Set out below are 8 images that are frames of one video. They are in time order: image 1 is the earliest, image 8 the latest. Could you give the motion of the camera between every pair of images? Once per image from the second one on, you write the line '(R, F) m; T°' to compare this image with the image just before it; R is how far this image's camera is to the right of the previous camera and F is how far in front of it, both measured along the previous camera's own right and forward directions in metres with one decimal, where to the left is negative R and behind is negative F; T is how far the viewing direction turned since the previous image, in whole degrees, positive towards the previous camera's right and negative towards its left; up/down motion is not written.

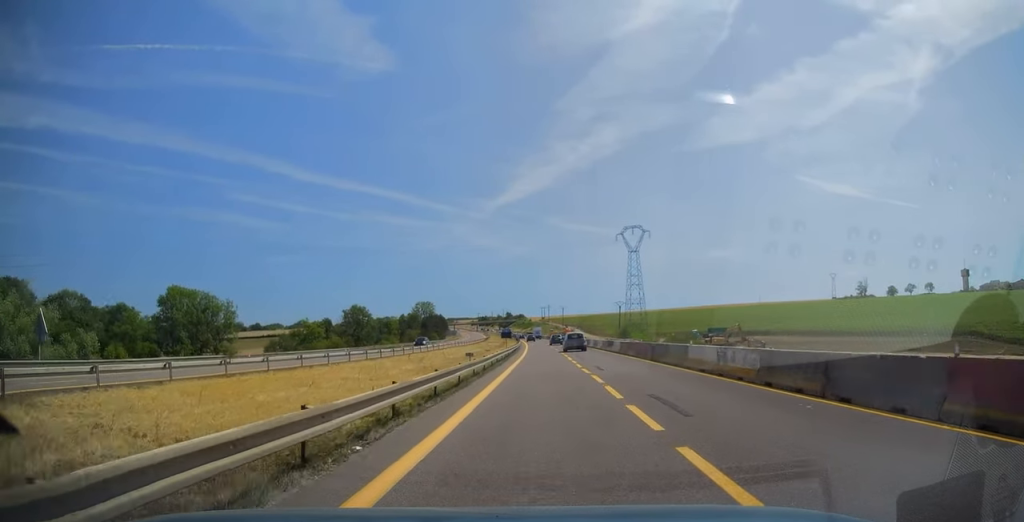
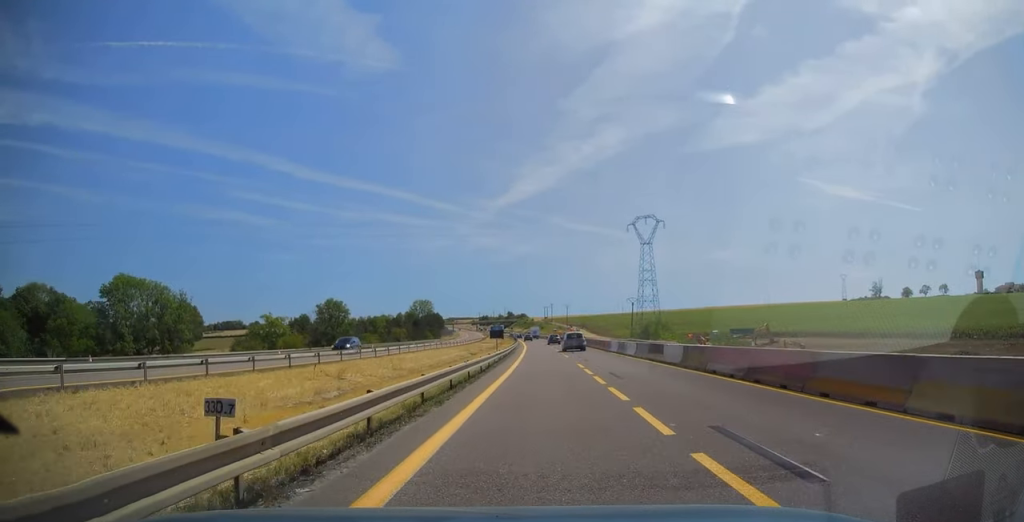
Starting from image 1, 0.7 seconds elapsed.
(-0.1, +17.7) m; 0°
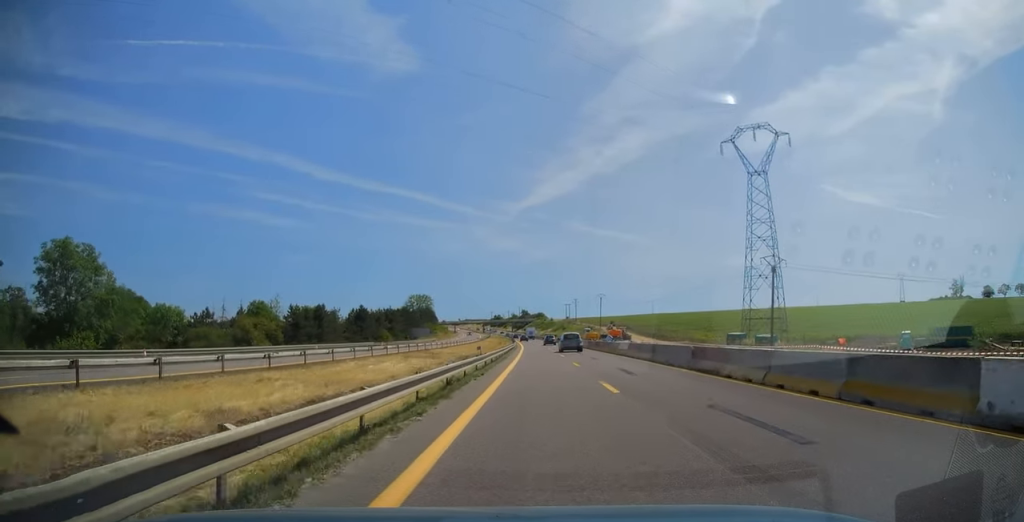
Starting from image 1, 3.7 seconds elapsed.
(-0.4, +76.2) m; -2°
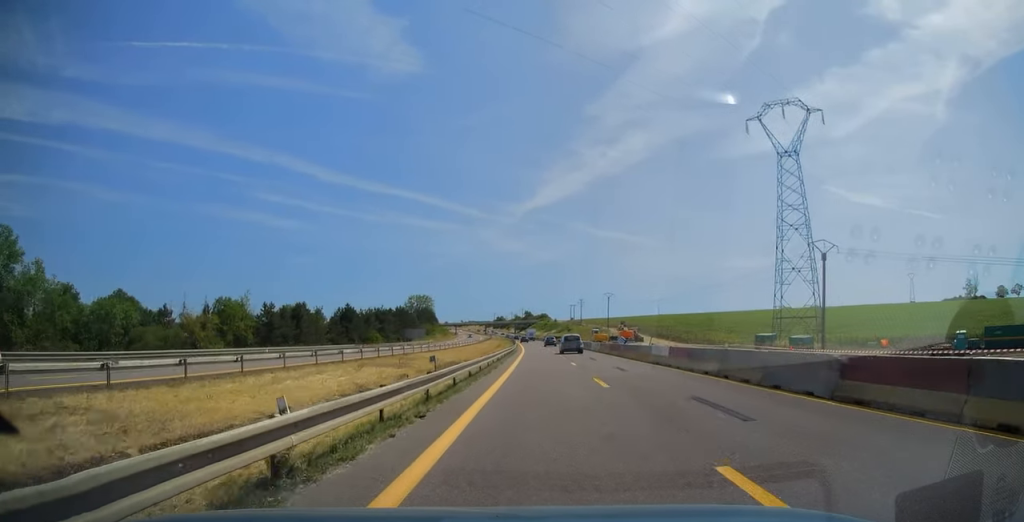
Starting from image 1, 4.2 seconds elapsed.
(-0.1, +10.9) m; 0°
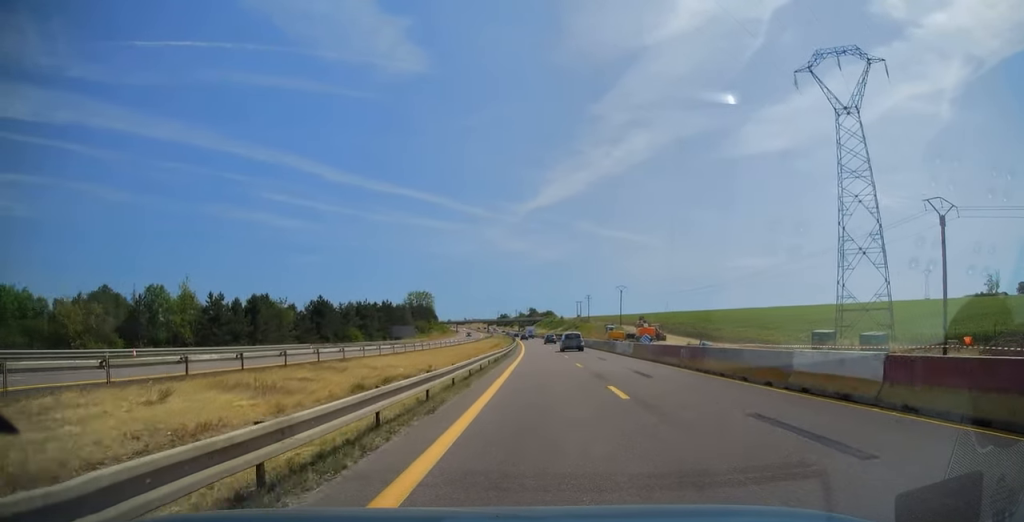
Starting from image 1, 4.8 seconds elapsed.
(0.0, +16.3) m; -1°
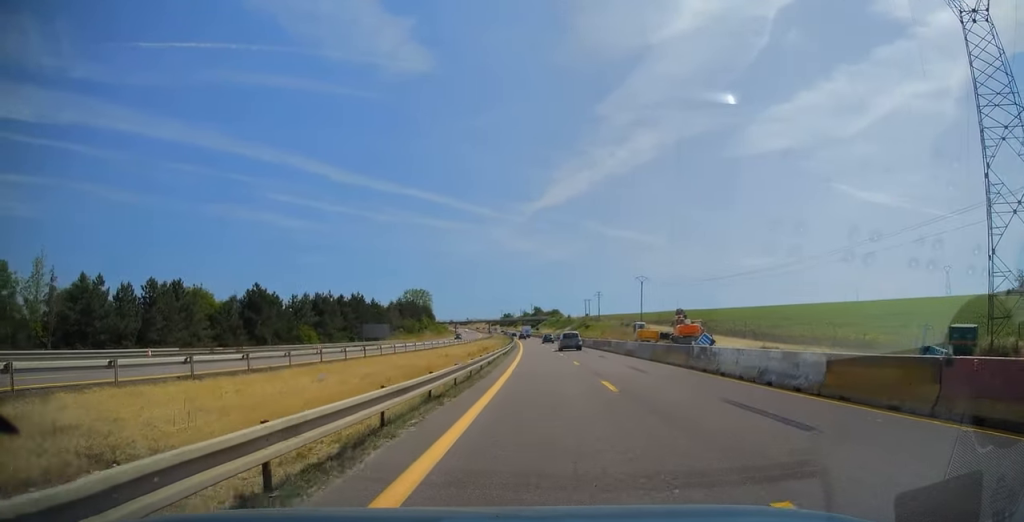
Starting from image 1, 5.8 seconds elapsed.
(-0.2, +23.8) m; 0°
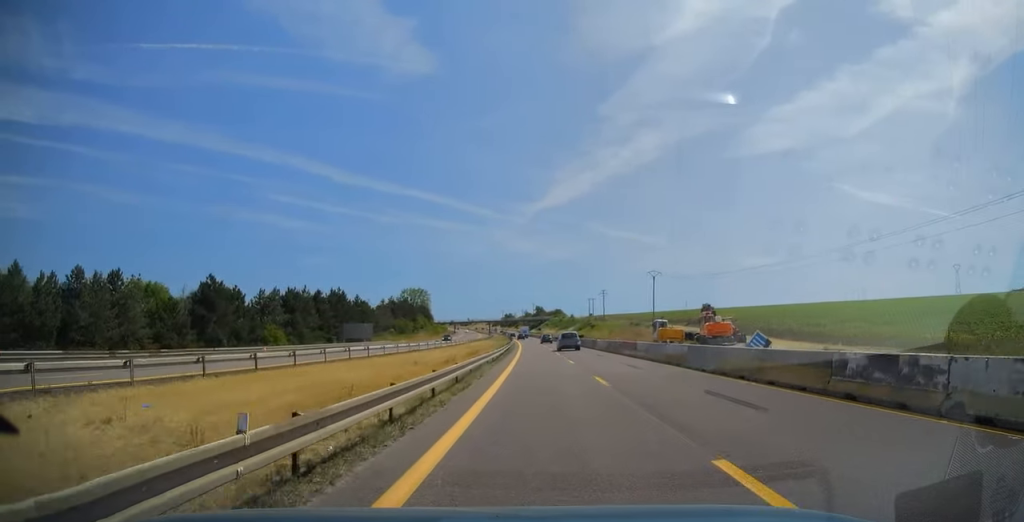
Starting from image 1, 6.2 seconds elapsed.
(-0.2, +11.3) m; 0°
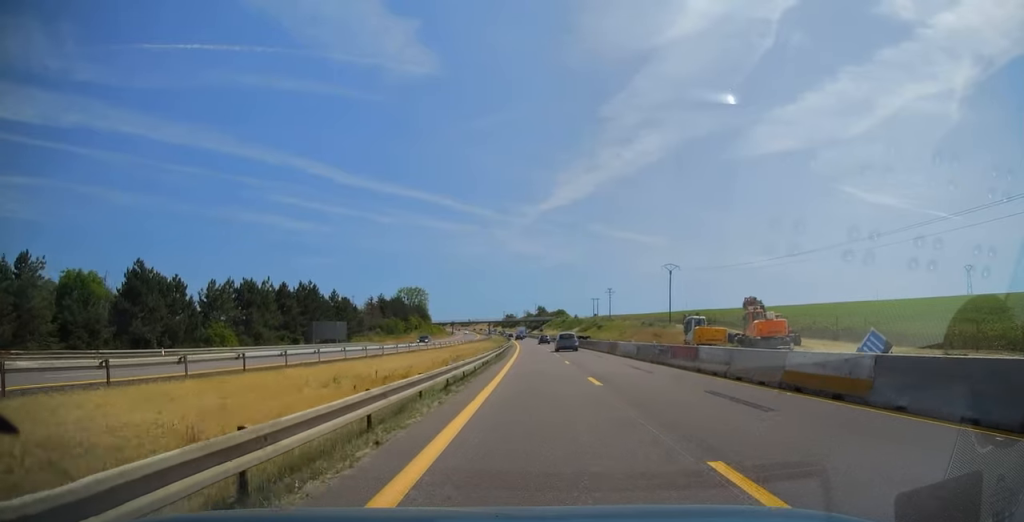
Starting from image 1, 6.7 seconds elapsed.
(+0.2, +13.0) m; 0°
